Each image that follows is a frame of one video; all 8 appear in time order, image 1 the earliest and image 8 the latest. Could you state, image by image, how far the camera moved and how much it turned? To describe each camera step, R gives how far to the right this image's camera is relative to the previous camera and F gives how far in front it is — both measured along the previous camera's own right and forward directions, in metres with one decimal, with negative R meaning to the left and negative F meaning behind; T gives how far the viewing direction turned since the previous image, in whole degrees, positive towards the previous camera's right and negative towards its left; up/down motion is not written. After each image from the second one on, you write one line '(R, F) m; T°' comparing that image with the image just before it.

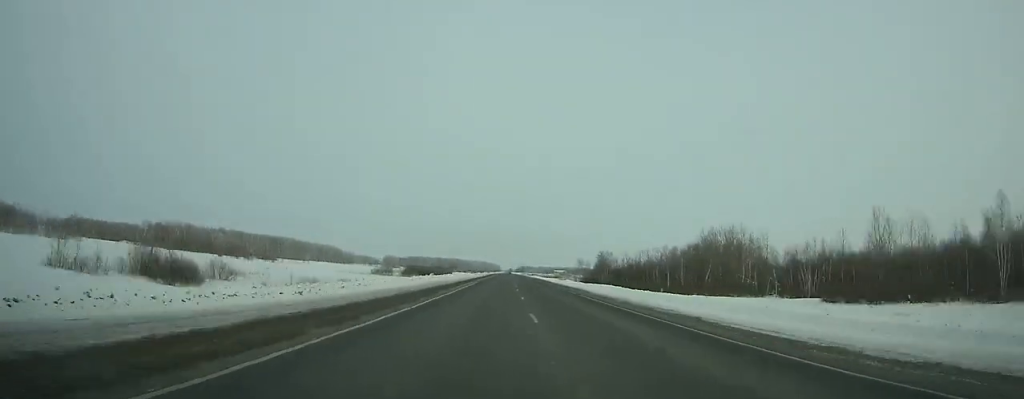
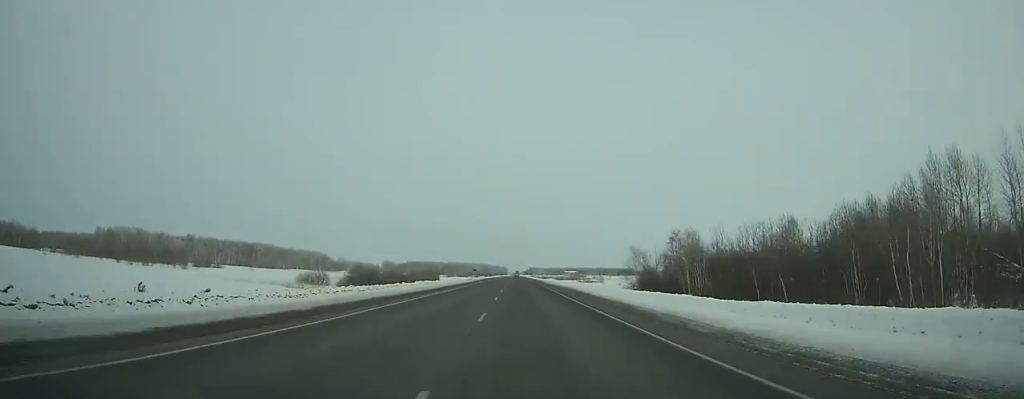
(+0.2, +71.8) m; 0°
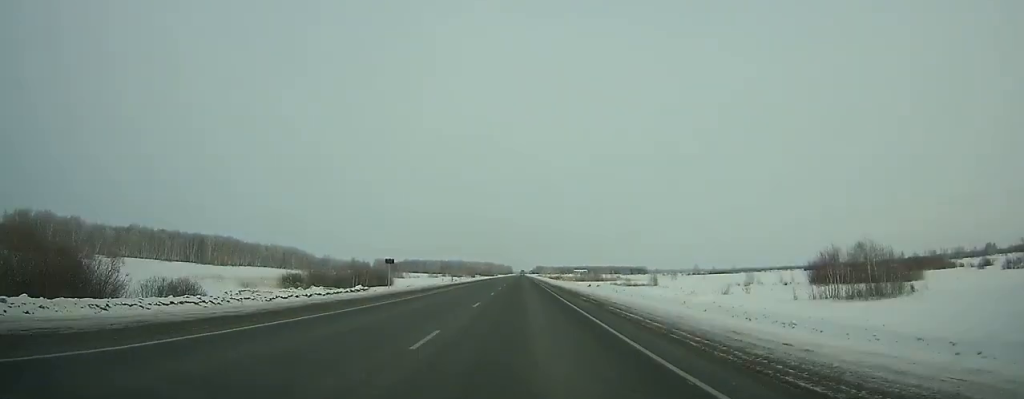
(-0.5, +89.6) m; -1°
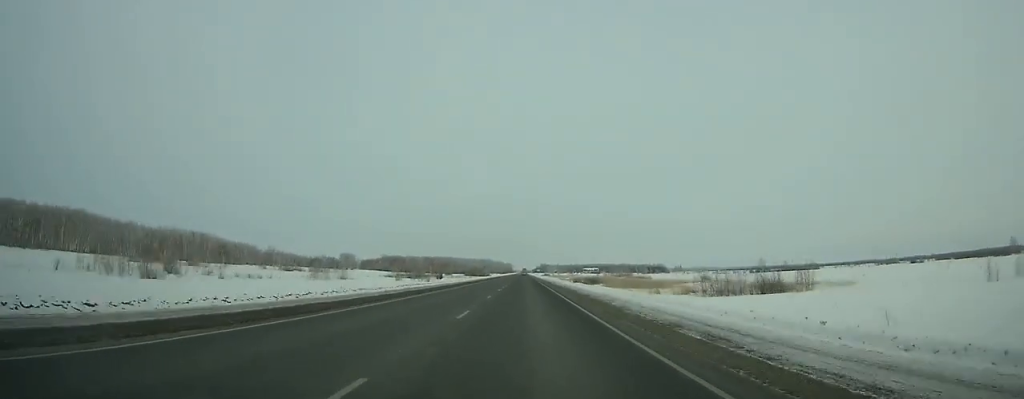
(-0.7, +175.3) m; 0°
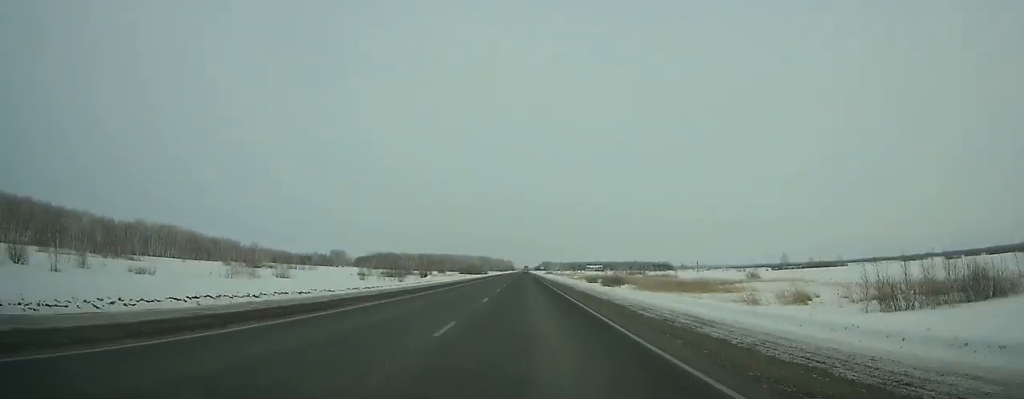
(0.0, +40.9) m; 0°
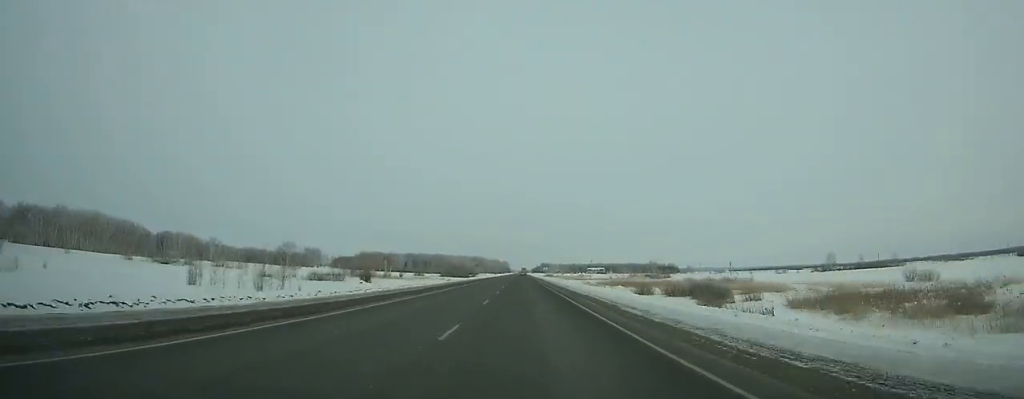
(-0.1, +74.5) m; 0°
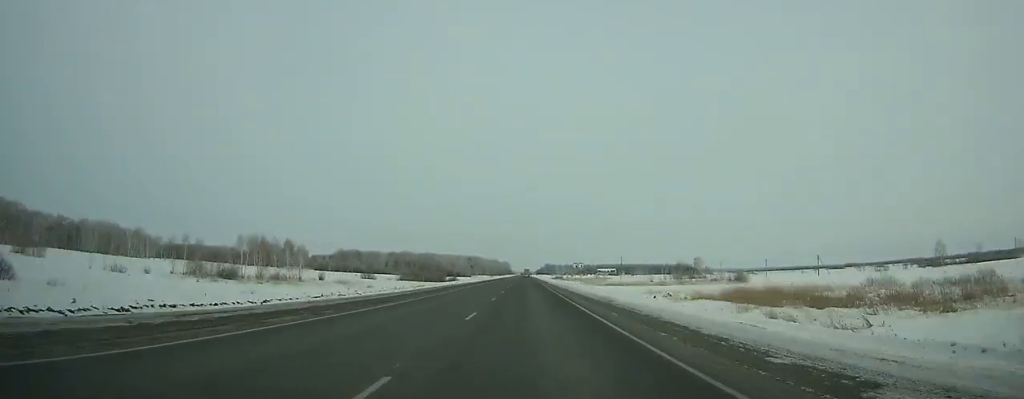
(-0.2, +104.2) m; 0°
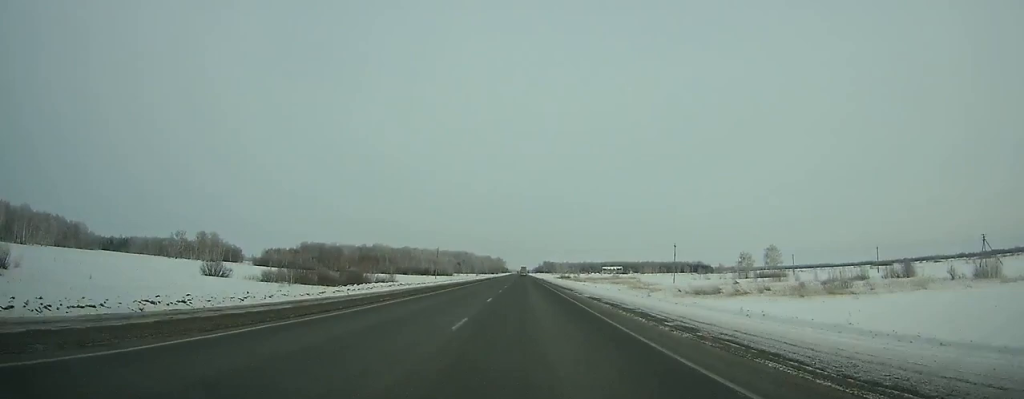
(+0.3, +99.9) m; 0°
